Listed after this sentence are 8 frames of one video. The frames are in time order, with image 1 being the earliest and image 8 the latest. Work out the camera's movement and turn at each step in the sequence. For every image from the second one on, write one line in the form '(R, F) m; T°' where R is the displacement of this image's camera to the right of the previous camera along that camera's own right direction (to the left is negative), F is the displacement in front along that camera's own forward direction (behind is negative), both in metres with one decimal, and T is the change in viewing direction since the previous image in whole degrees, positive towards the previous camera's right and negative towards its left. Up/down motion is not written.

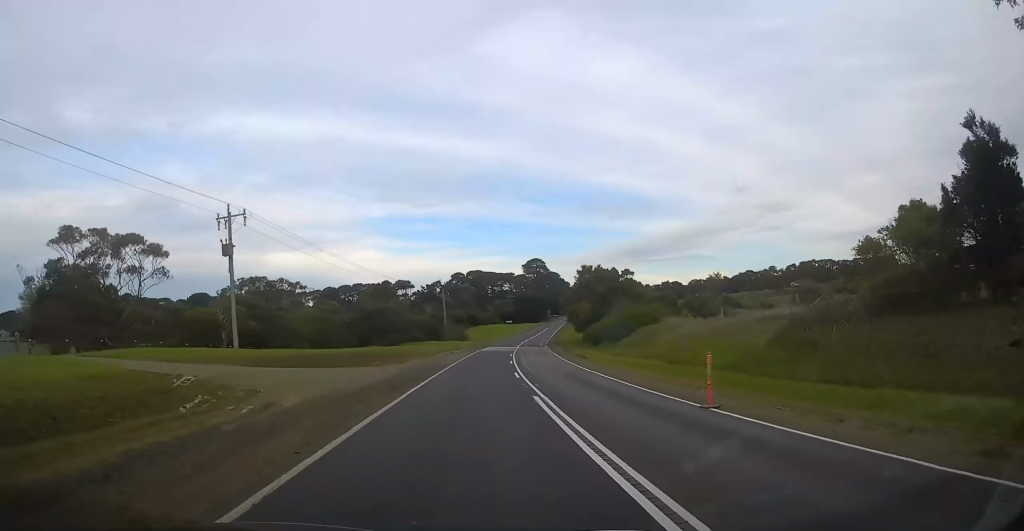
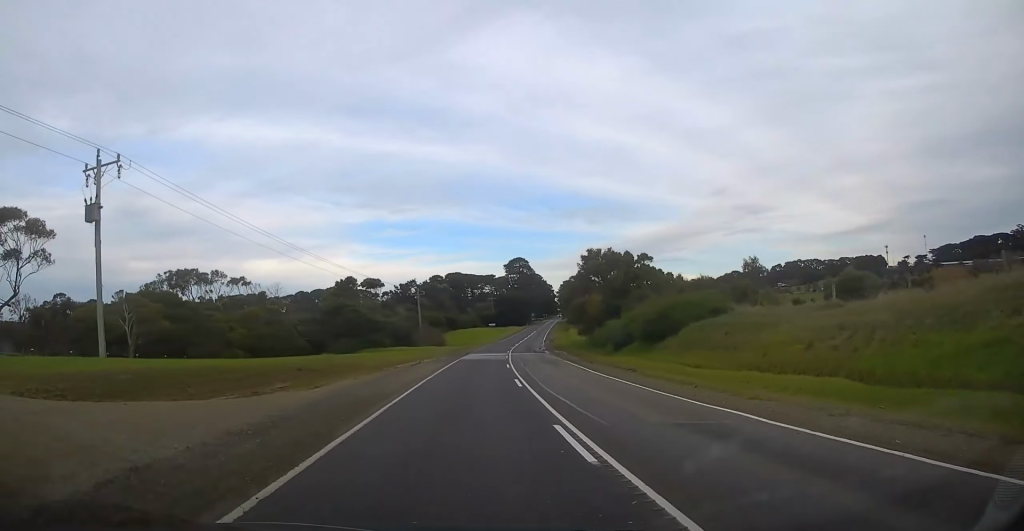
(+0.3, +16.5) m; +2°
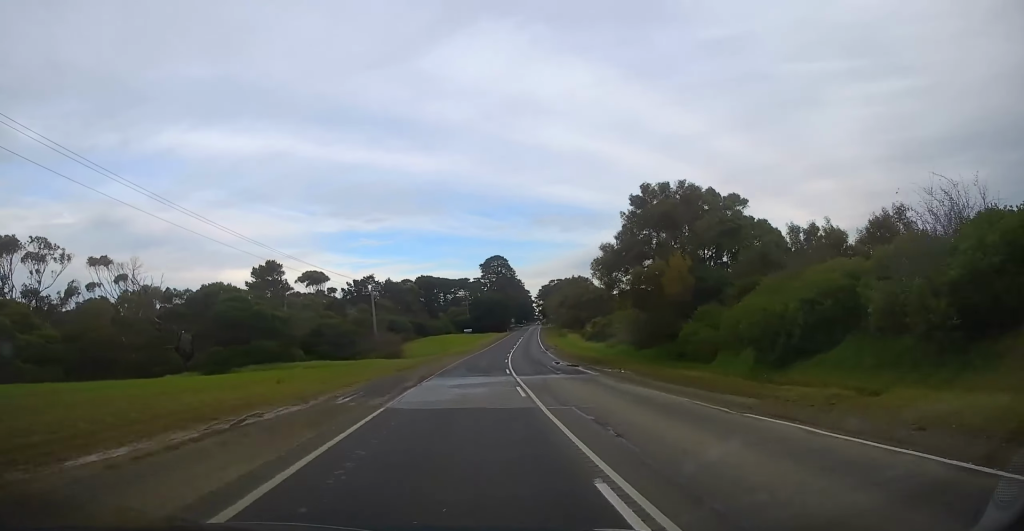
(+0.6, +28.3) m; +2°
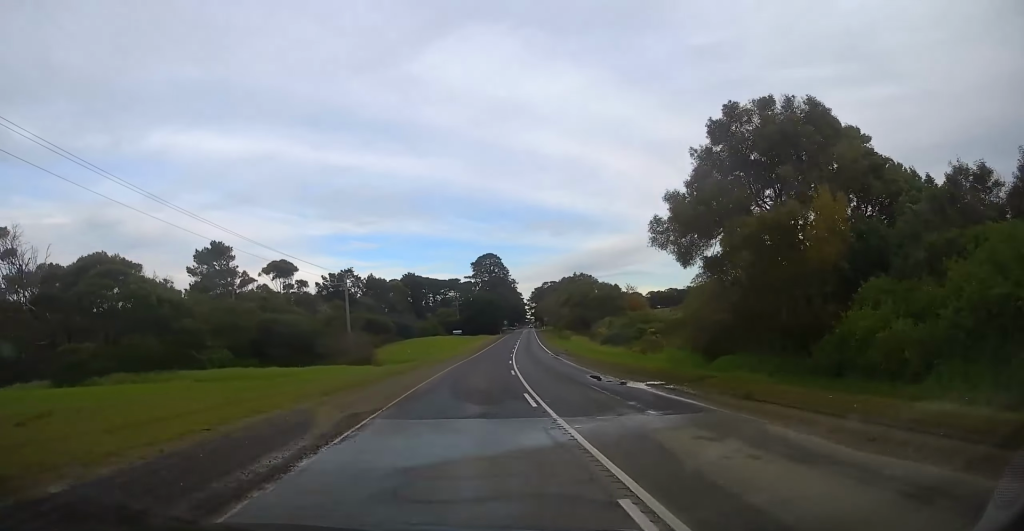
(0.0, +14.2) m; +1°
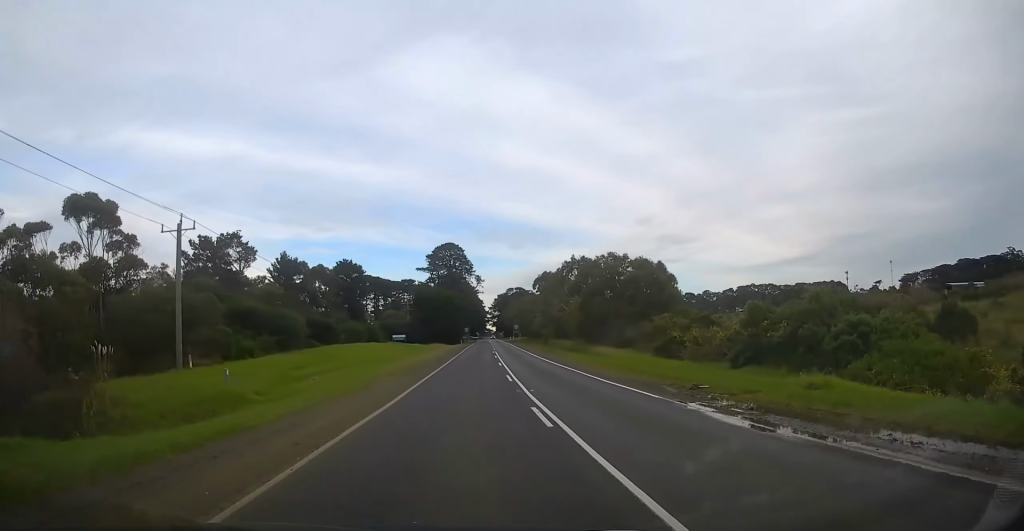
(+1.0, +38.6) m; +4°
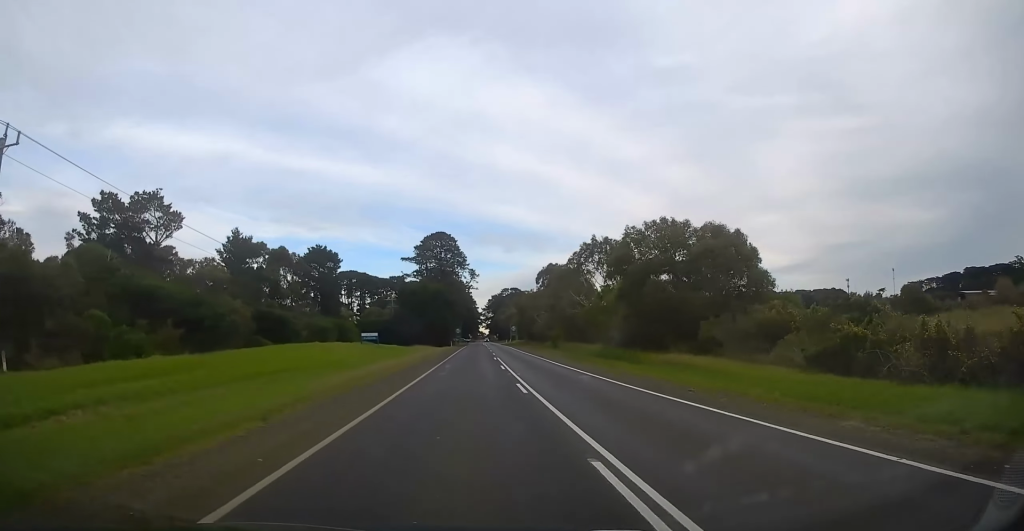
(+0.5, +18.9) m; +1°
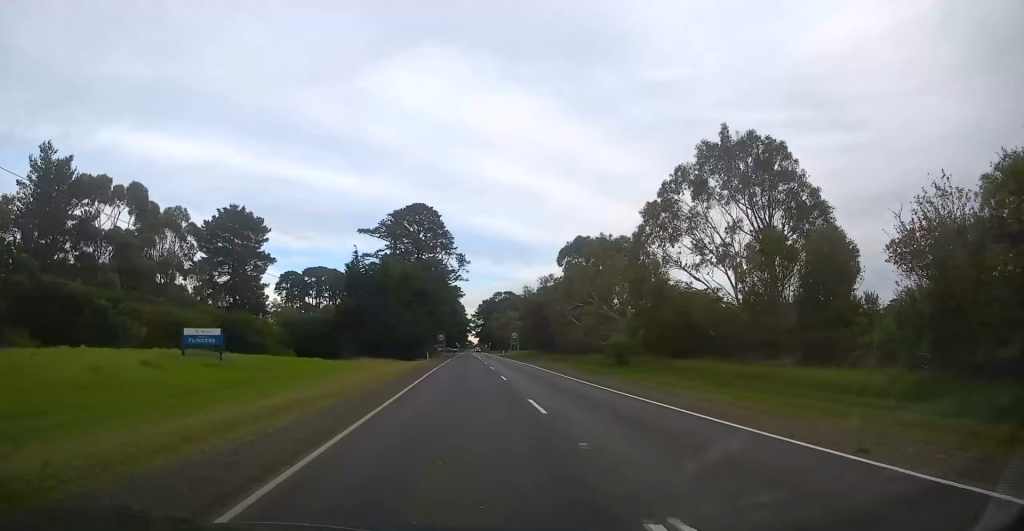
(+0.3, +37.7) m; 0°
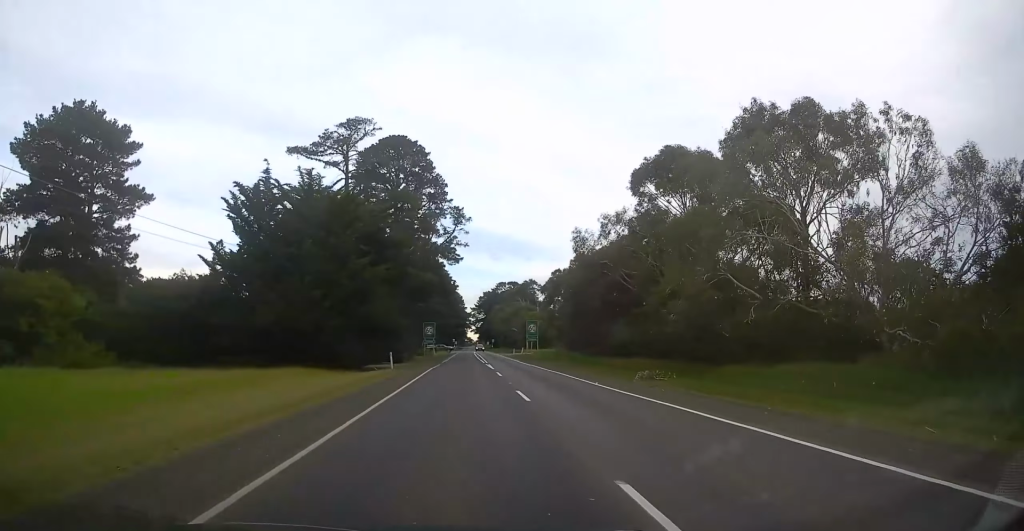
(-0.5, +34.7) m; 0°
